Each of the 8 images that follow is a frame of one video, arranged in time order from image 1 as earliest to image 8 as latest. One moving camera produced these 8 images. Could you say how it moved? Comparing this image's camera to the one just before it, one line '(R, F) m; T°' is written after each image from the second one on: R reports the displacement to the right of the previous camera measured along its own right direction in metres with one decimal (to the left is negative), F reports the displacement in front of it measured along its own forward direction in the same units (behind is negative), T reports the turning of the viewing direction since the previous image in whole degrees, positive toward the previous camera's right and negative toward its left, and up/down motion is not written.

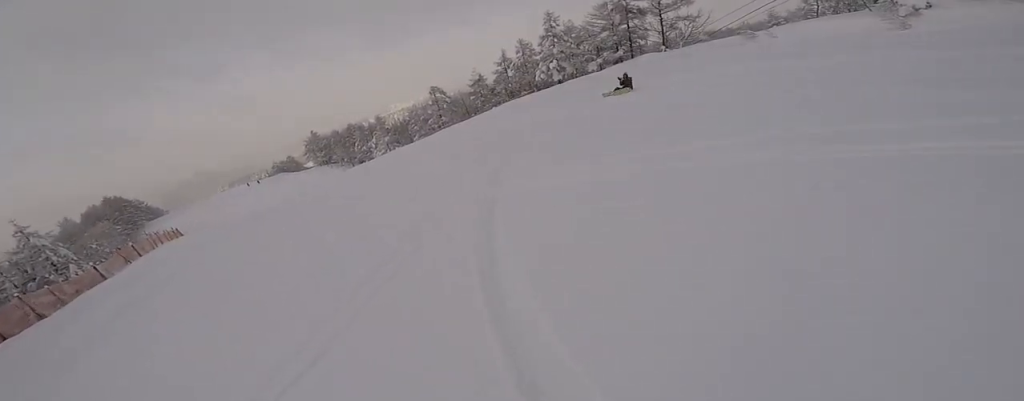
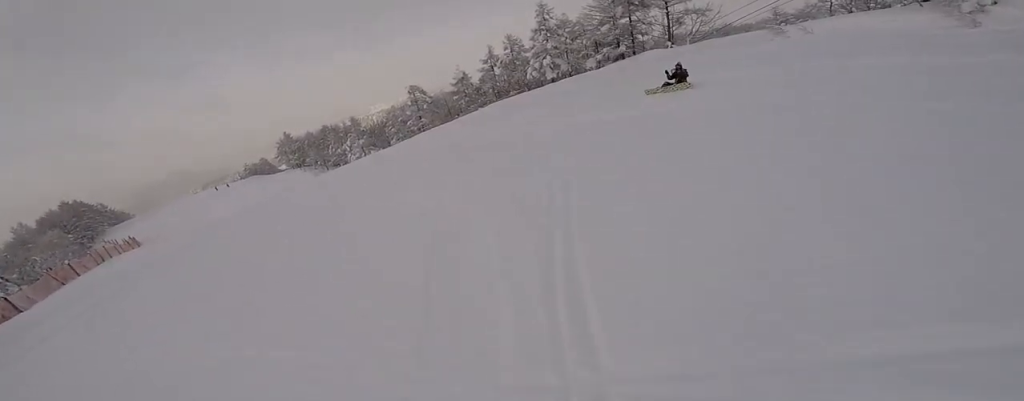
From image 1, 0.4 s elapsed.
(+0.6, +4.8) m; 0°
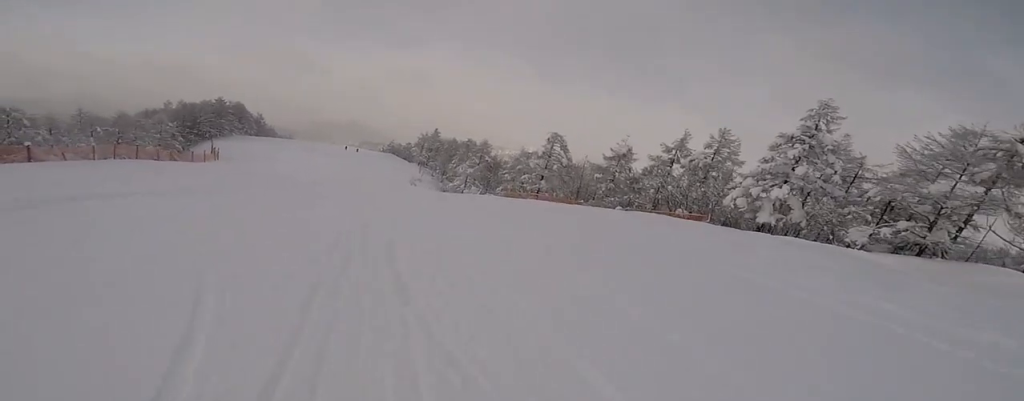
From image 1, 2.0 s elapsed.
(-2.0, +16.5) m; -24°
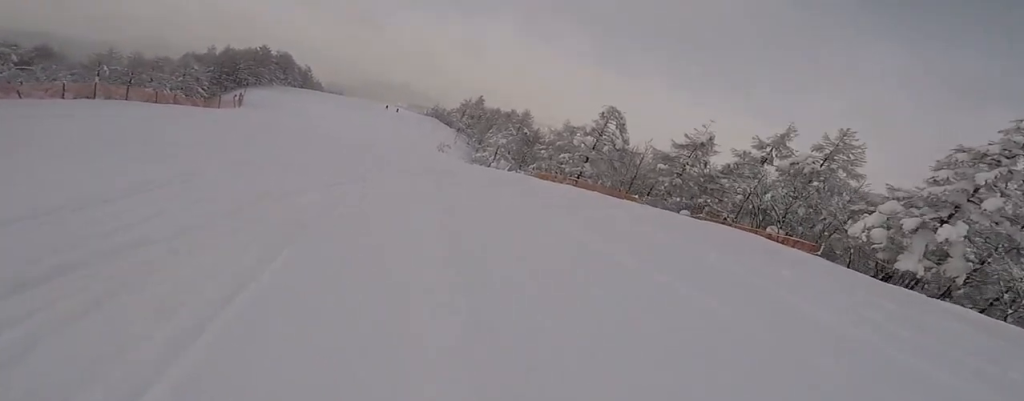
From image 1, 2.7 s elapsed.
(-0.5, +7.6) m; -19°
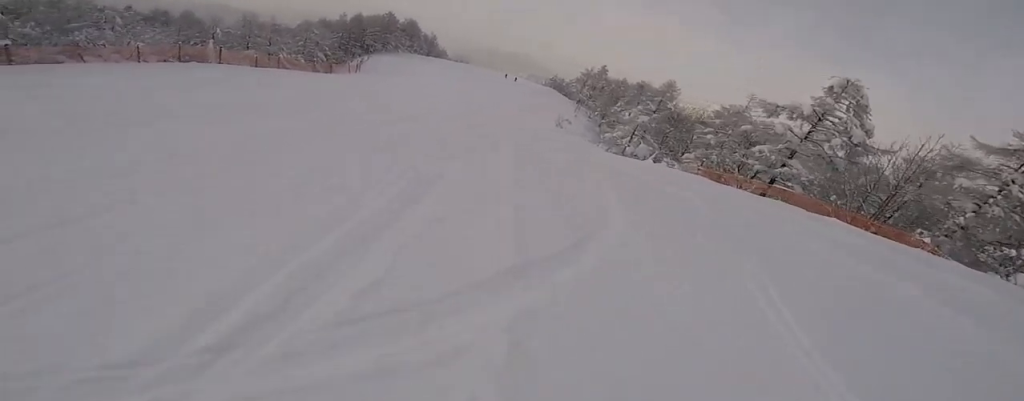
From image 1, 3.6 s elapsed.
(-2.8, +10.2) m; -15°
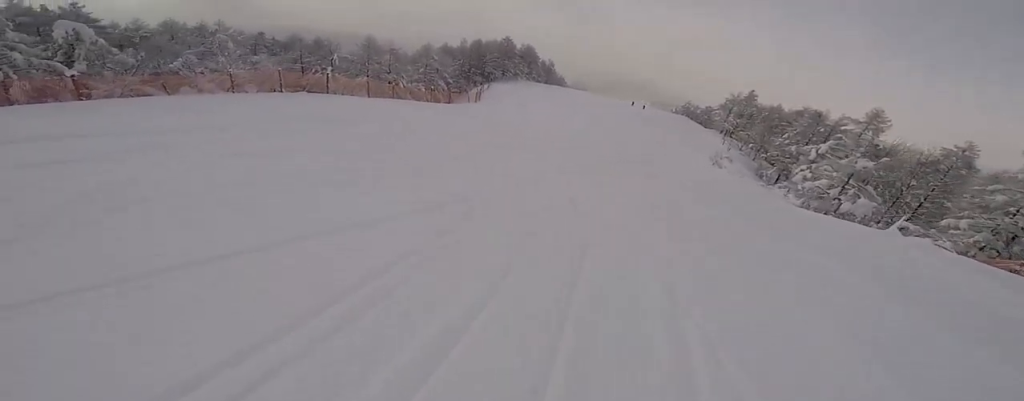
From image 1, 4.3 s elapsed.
(-0.2, +8.3) m; -2°
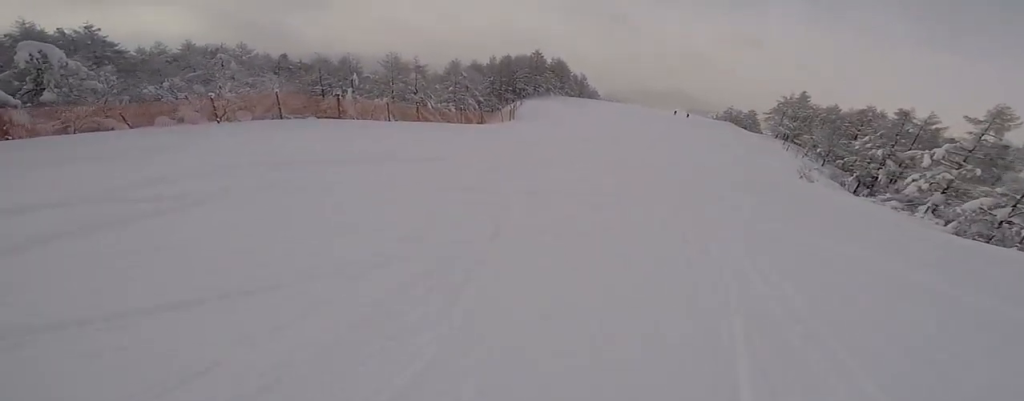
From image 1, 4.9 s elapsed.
(0.0, +6.6) m; +1°
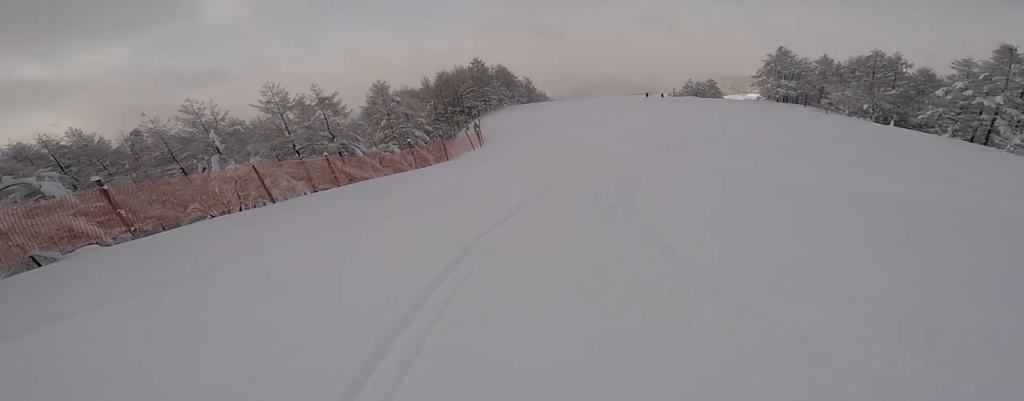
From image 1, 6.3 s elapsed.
(+0.8, +17.1) m; +13°
